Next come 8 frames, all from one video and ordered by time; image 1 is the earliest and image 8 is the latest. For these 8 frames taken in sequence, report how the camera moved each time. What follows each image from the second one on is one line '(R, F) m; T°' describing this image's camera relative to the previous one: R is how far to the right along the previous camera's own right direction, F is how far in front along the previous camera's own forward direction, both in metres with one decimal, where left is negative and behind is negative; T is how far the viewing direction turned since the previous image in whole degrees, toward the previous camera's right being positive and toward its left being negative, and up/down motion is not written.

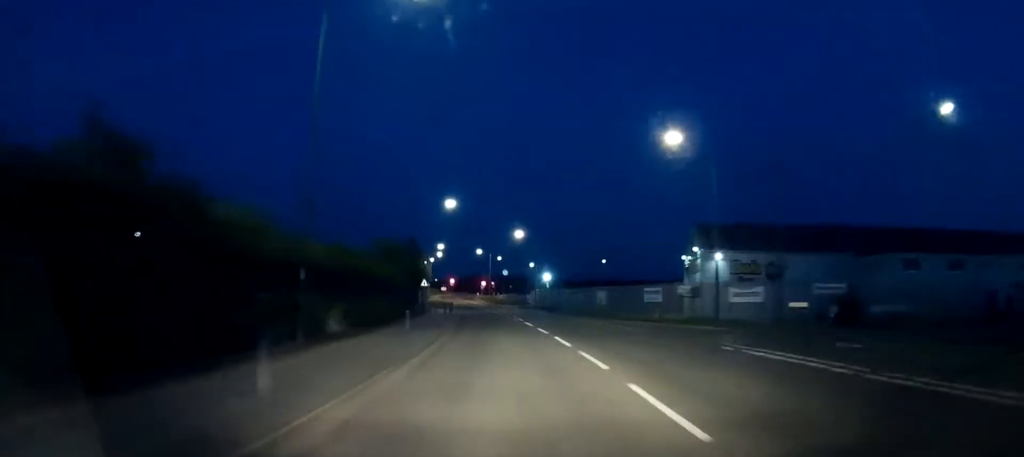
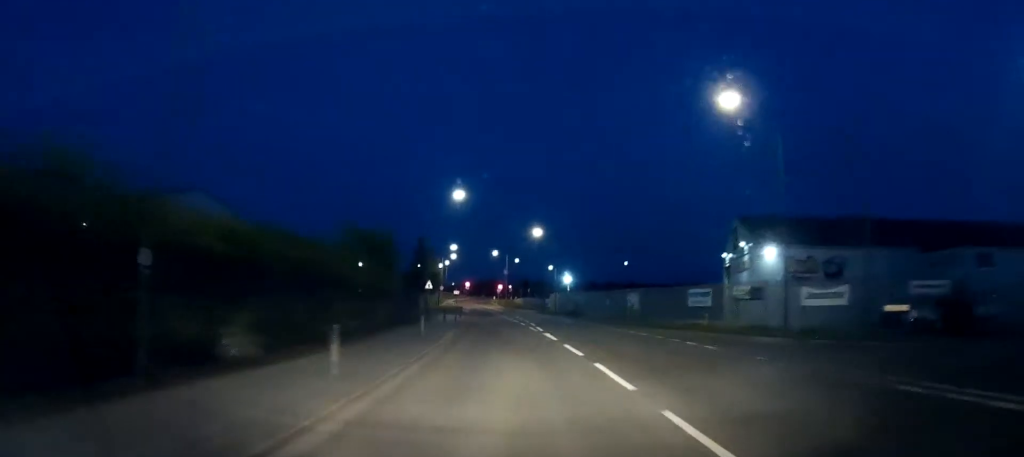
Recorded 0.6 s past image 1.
(-0.2, +7.7) m; -1°
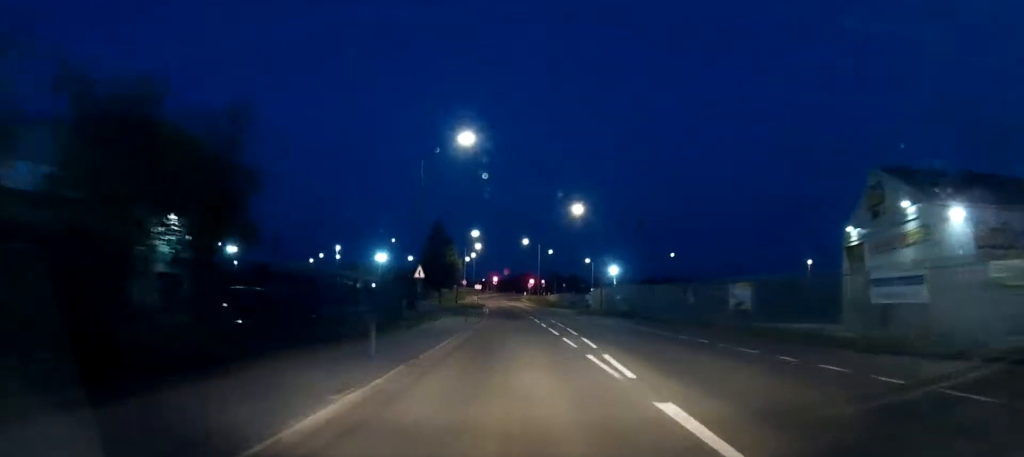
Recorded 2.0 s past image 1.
(-0.4, +18.5) m; -3°
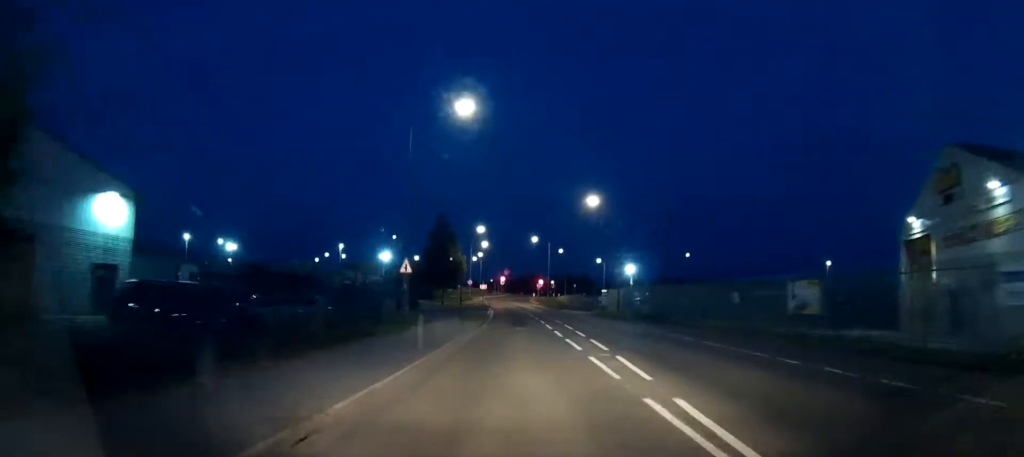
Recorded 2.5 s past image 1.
(-0.2, +6.1) m; -1°
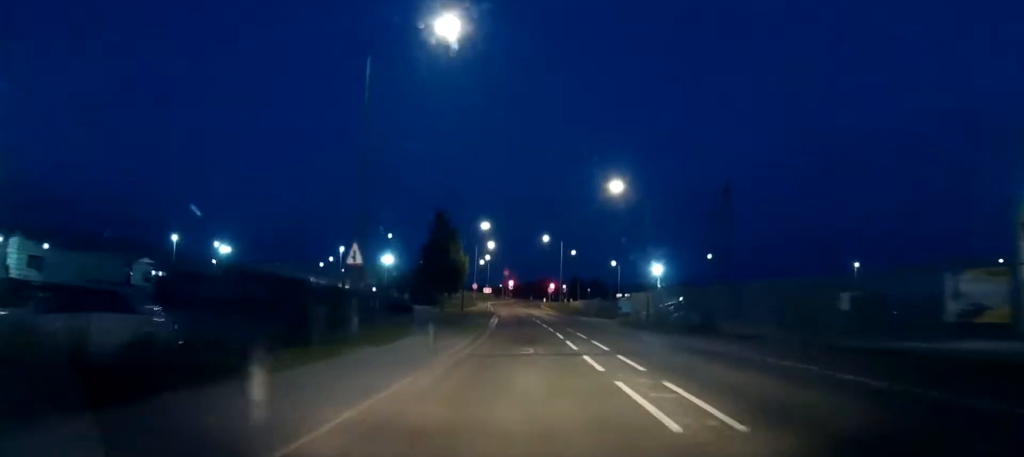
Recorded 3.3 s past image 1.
(-0.2, +9.7) m; -1°
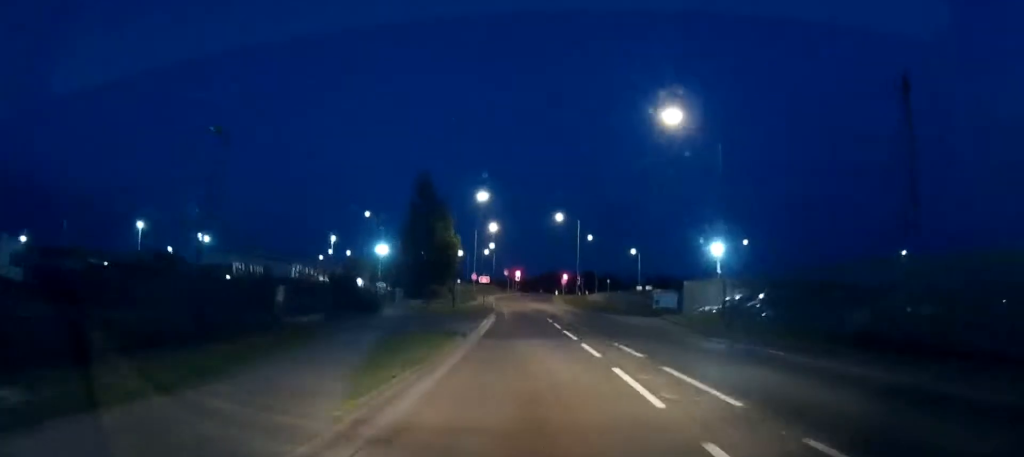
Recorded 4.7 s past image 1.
(-0.1, +16.8) m; 0°
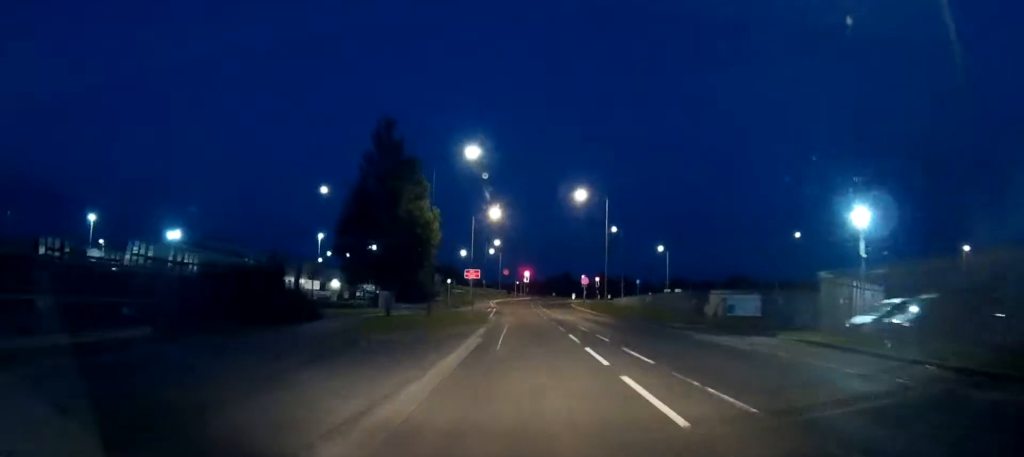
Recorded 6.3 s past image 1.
(-0.2, +18.7) m; -1°
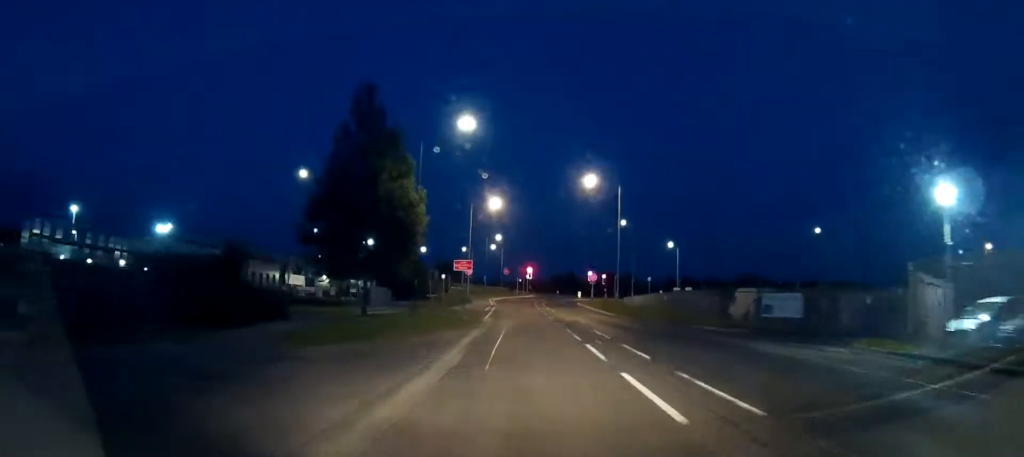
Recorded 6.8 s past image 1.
(0.0, +5.9) m; 0°
